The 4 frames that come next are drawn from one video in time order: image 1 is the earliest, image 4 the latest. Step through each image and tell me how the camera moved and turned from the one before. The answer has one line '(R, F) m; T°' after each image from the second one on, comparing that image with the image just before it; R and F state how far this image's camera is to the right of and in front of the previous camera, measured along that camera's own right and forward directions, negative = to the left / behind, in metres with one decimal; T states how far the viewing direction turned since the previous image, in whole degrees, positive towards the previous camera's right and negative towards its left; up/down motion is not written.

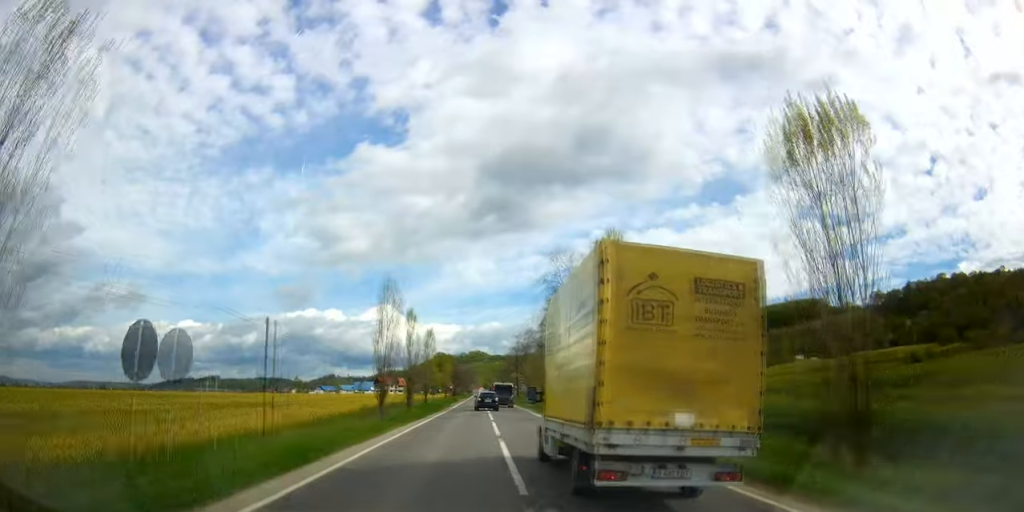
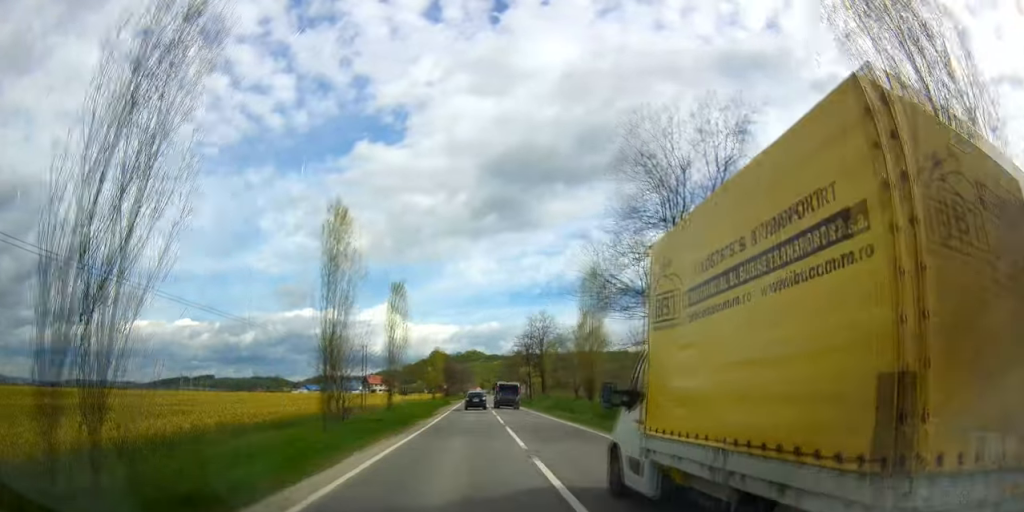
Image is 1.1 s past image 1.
(-0.1, +29.4) m; +2°
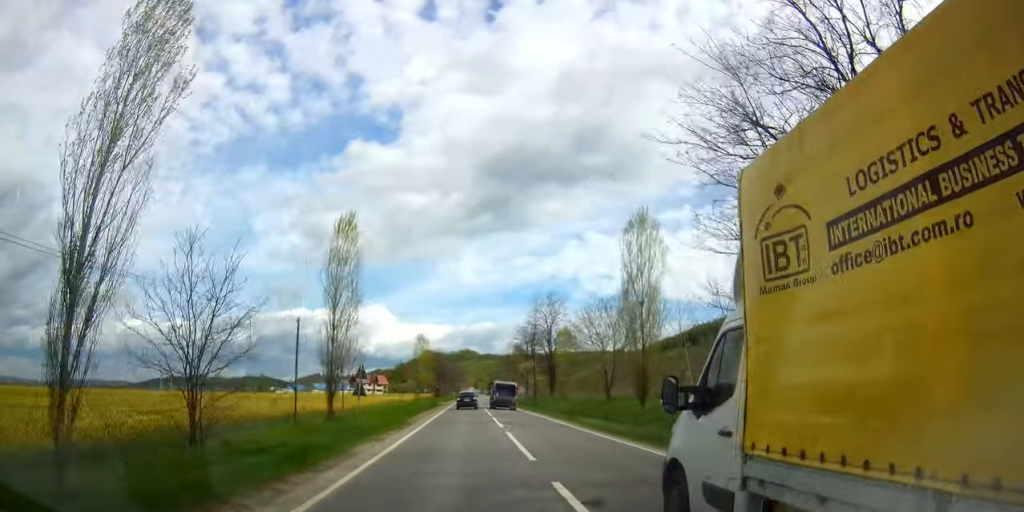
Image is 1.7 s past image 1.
(+0.6, +14.6) m; +1°
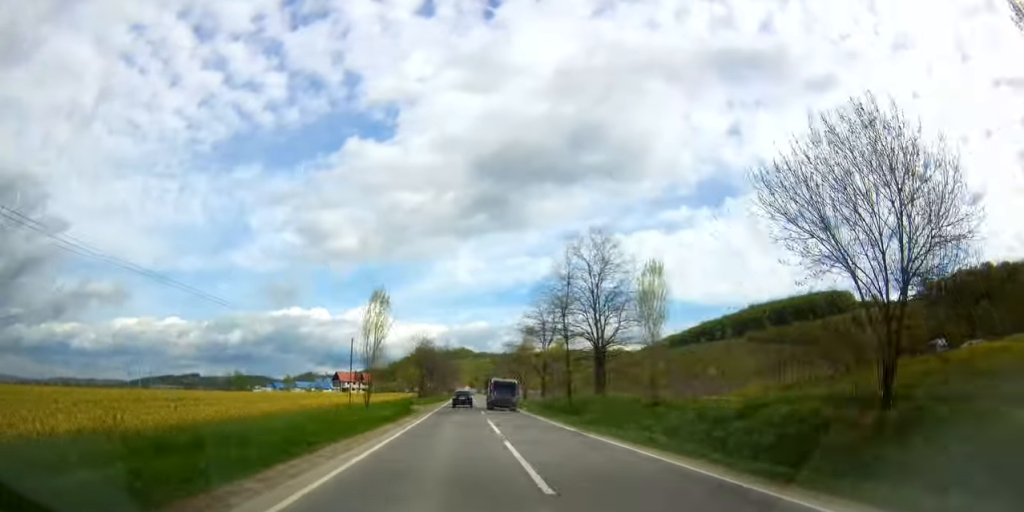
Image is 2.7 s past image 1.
(+0.6, +27.2) m; -3°
